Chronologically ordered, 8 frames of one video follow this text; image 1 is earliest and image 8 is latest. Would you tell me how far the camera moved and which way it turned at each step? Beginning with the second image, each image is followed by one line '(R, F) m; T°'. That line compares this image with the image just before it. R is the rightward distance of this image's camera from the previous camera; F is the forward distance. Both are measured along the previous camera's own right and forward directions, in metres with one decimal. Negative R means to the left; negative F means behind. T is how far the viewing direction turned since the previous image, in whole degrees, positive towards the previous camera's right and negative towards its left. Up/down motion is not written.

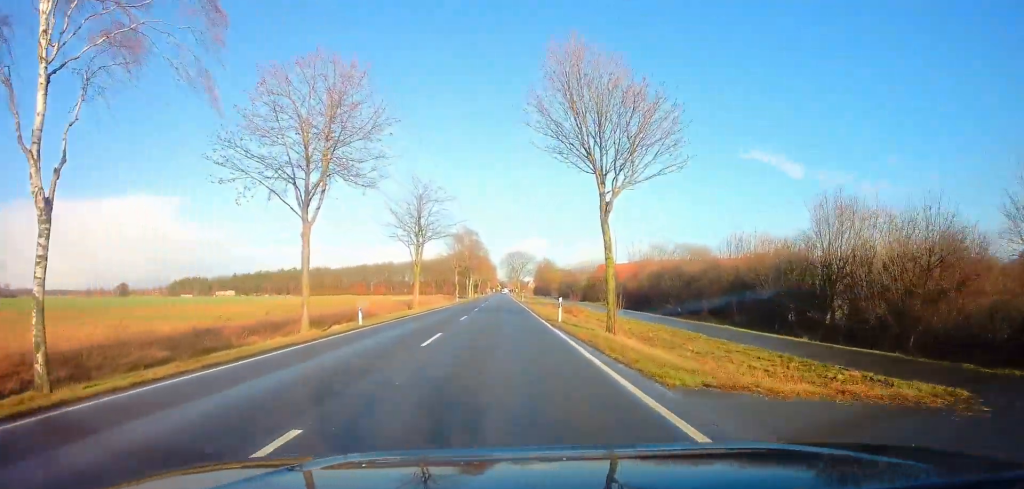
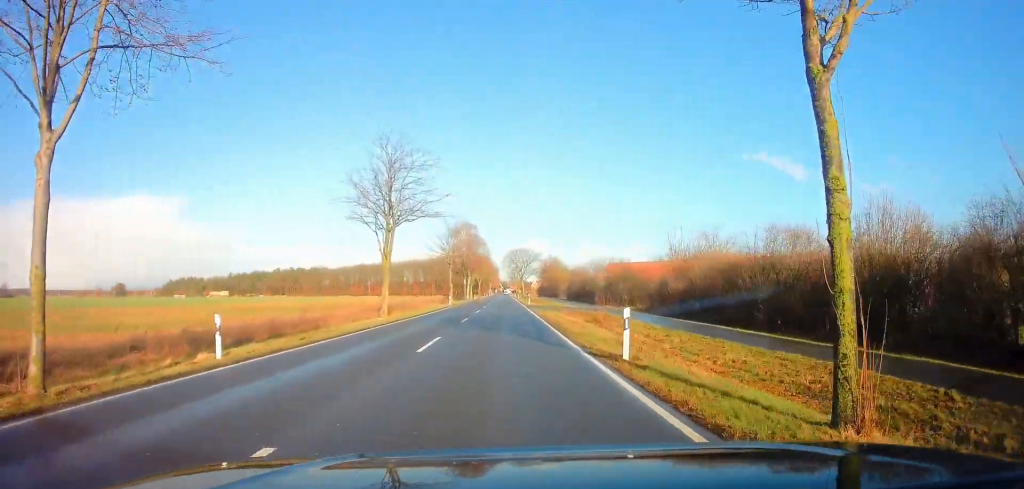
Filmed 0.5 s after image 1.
(0.0, +13.1) m; +1°
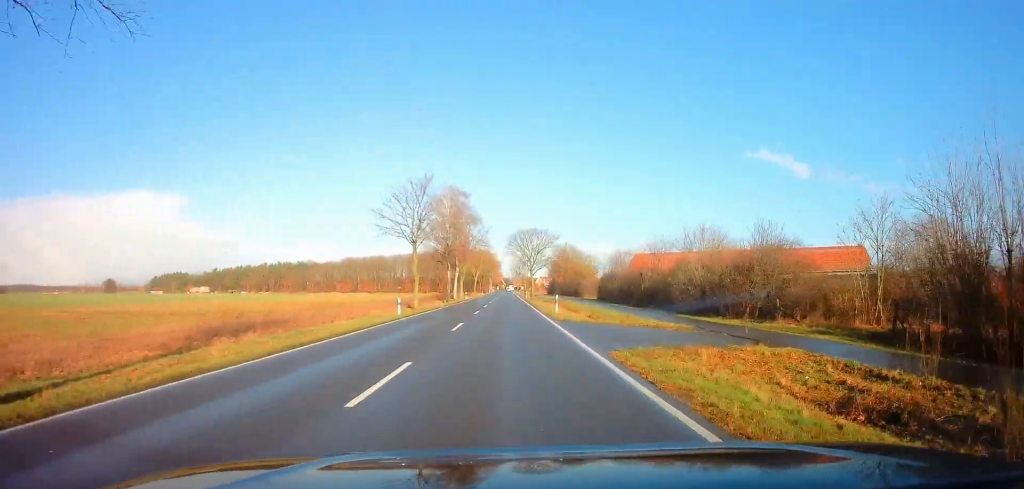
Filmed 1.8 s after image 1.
(+0.6, +30.4) m; 0°
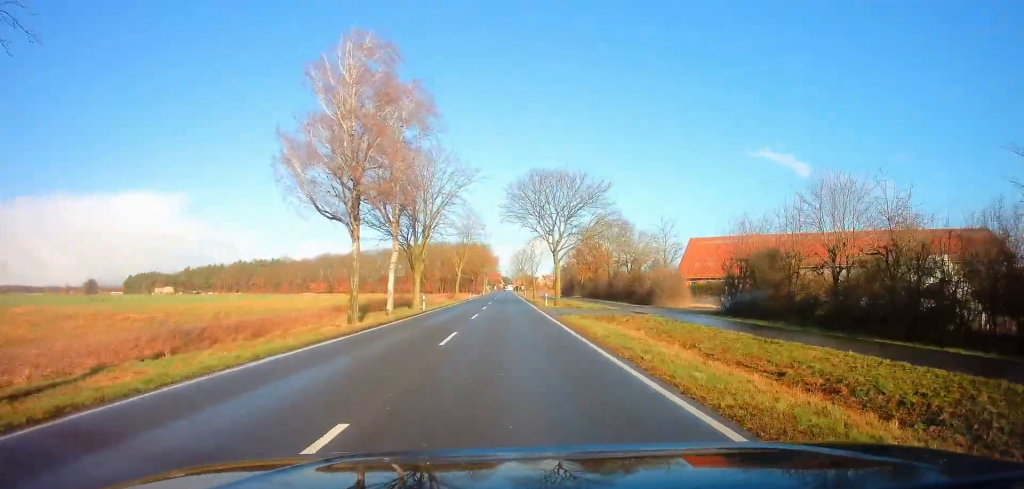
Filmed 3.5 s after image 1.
(-0.6, +41.0) m; 0°
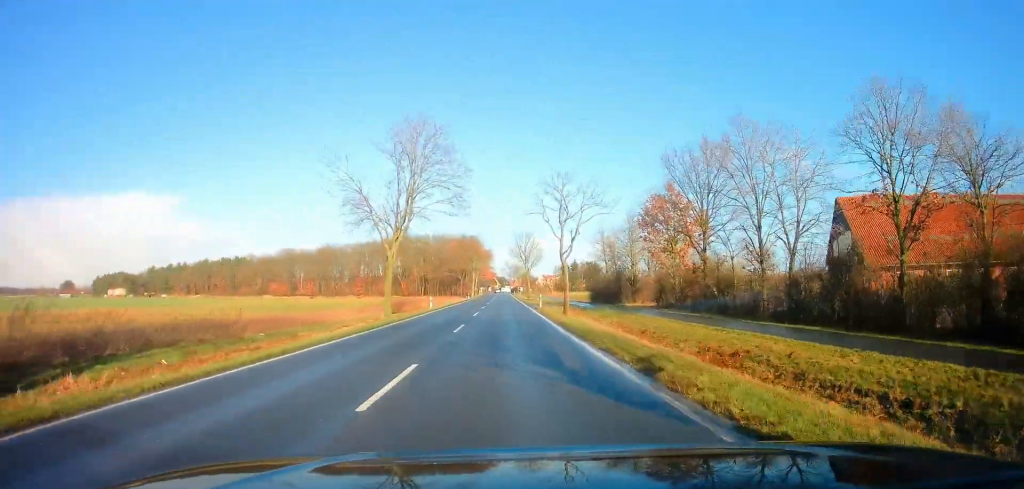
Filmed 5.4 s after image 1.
(+0.3, +43.7) m; 0°
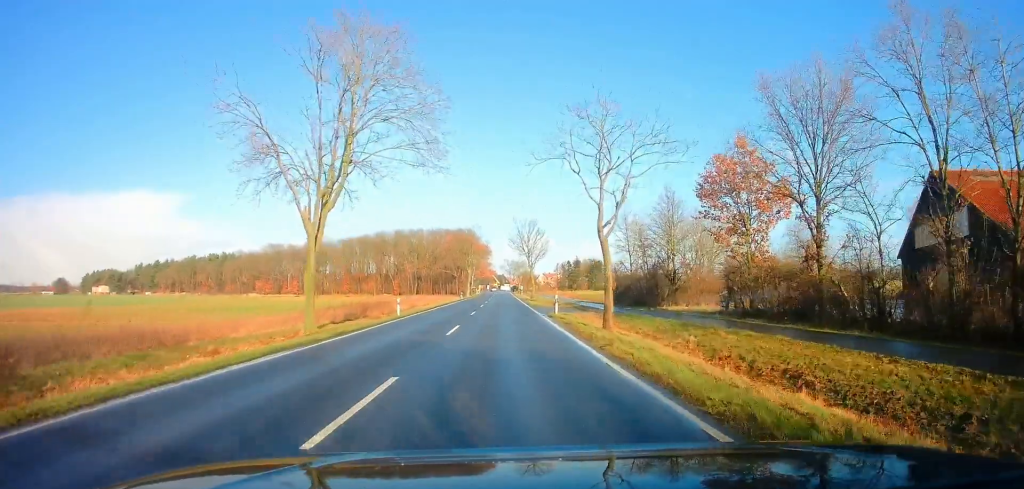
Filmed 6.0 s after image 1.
(-0.2, +13.7) m; 0°
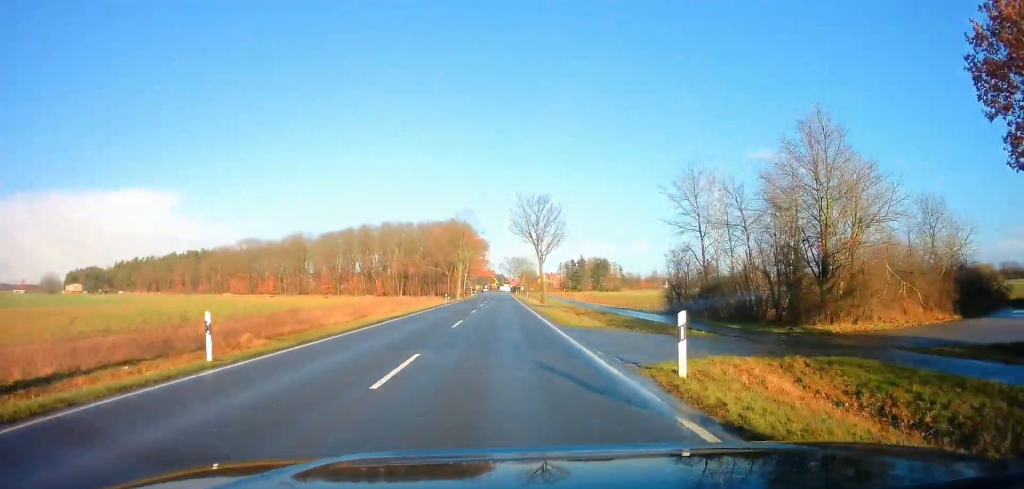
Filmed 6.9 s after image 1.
(+0.3, +21.2) m; 0°
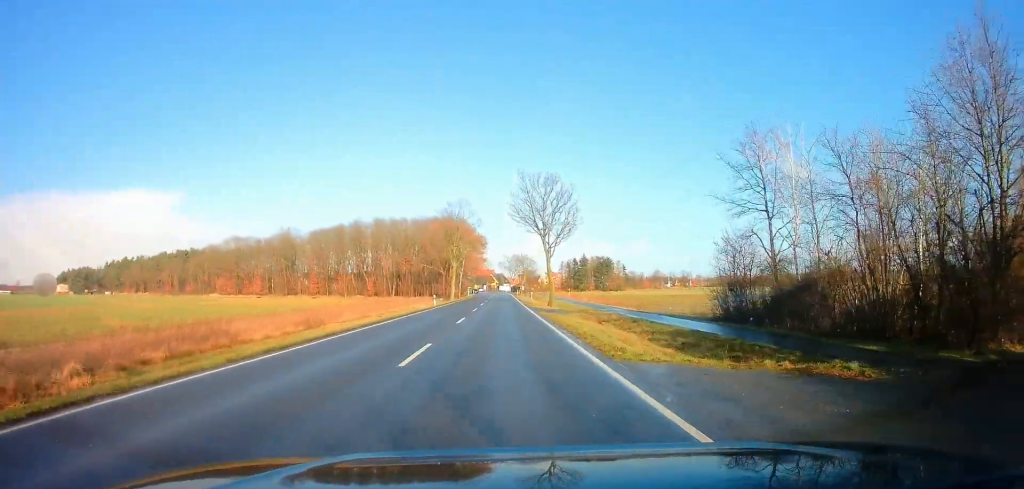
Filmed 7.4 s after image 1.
(-0.1, +9.7) m; 0°
